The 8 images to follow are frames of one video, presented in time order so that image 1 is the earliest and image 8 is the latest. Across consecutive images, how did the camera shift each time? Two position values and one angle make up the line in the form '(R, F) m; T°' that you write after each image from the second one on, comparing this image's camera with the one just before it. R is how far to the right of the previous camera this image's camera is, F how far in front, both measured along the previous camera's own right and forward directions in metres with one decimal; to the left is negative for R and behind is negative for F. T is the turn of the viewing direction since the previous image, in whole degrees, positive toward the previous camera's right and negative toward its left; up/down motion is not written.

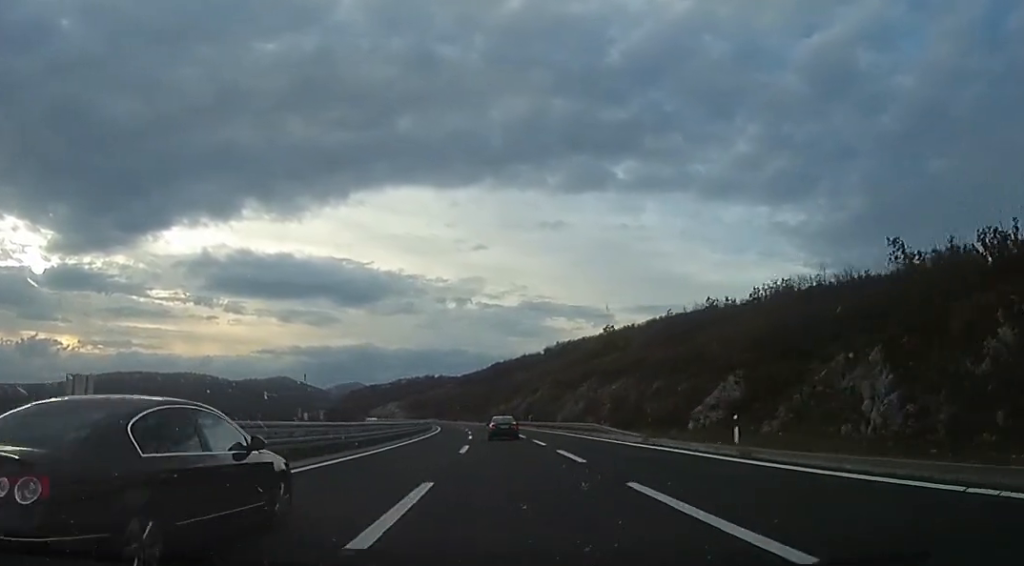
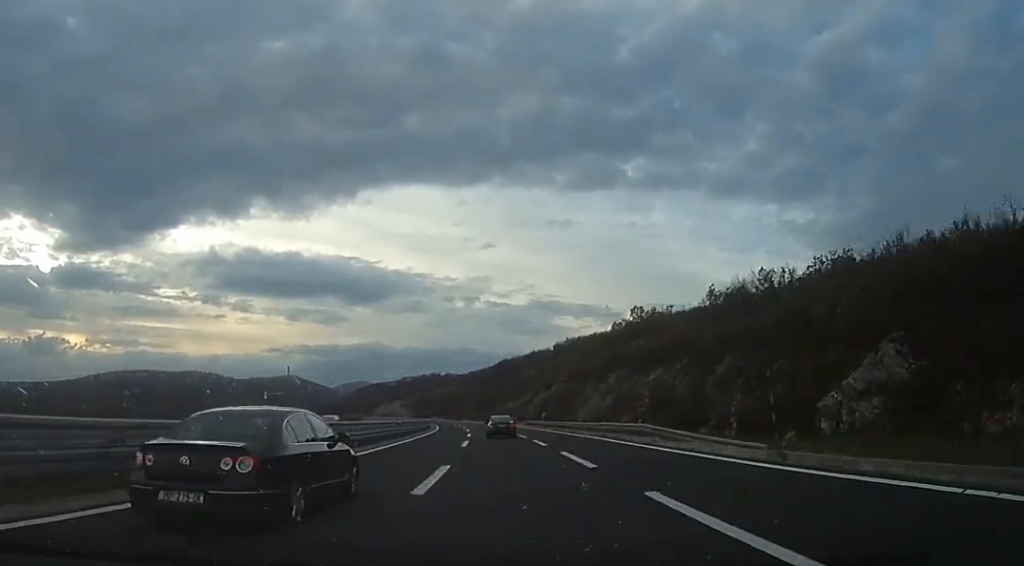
(-0.5, +13.4) m; -1°
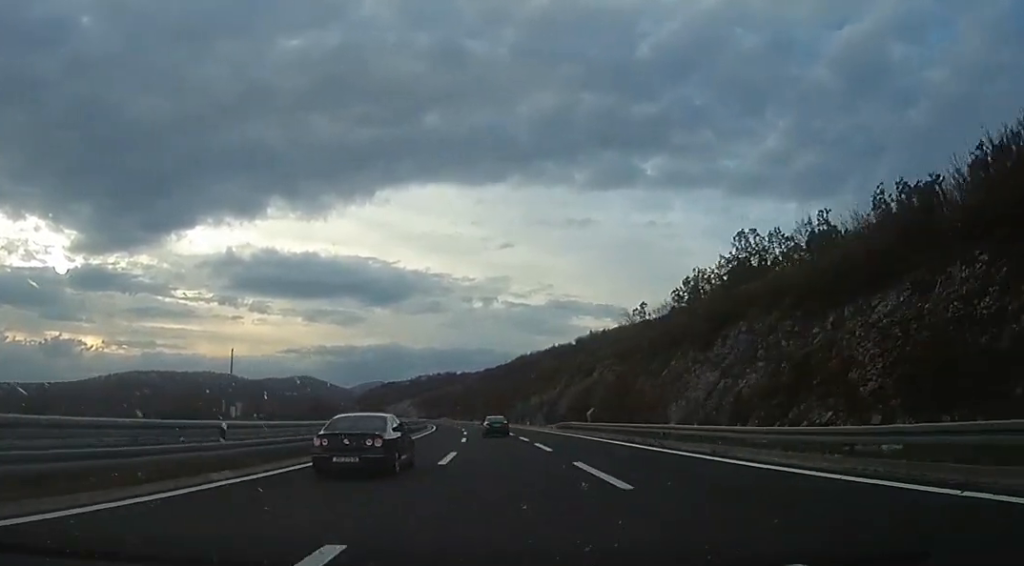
(+0.1, +28.8) m; 0°
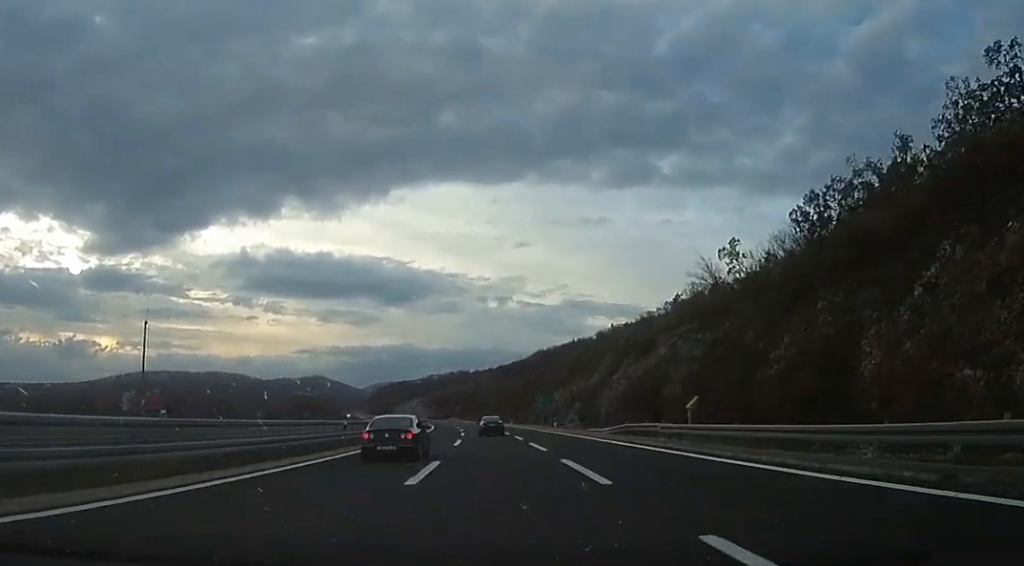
(+0.1, +23.5) m; 0°
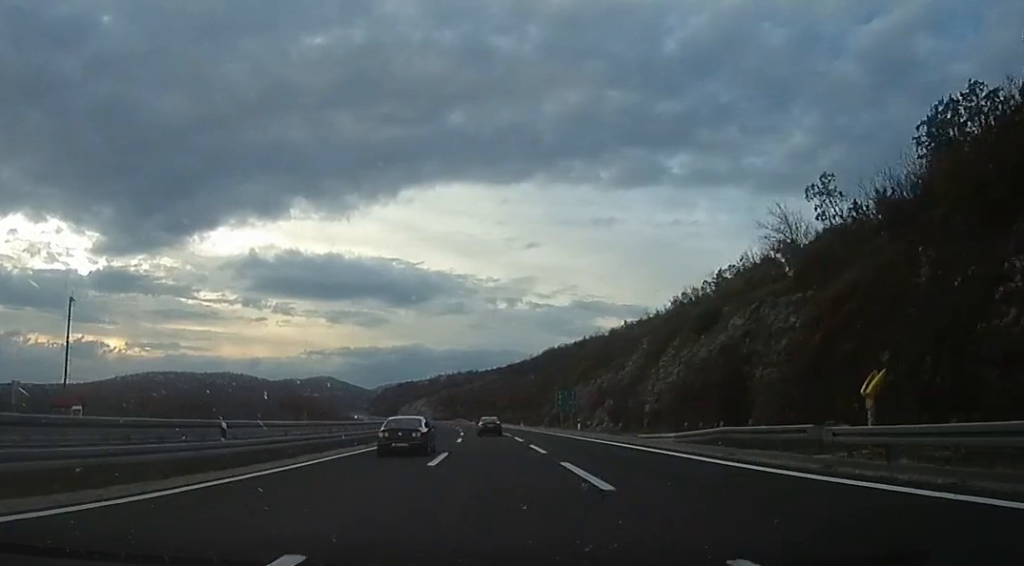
(0.0, +12.5) m; 0°
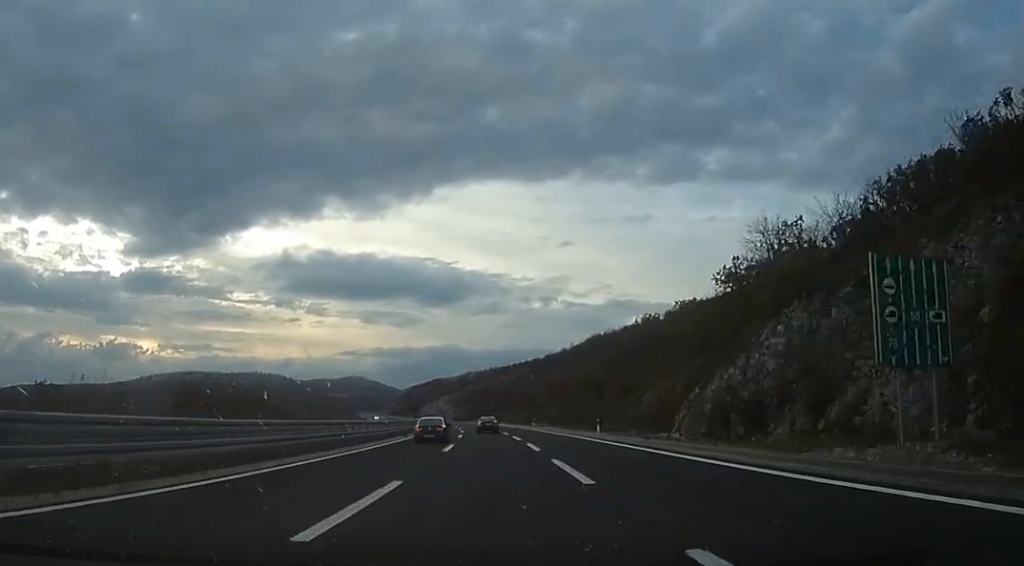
(-2.6, +46.9) m; -7°
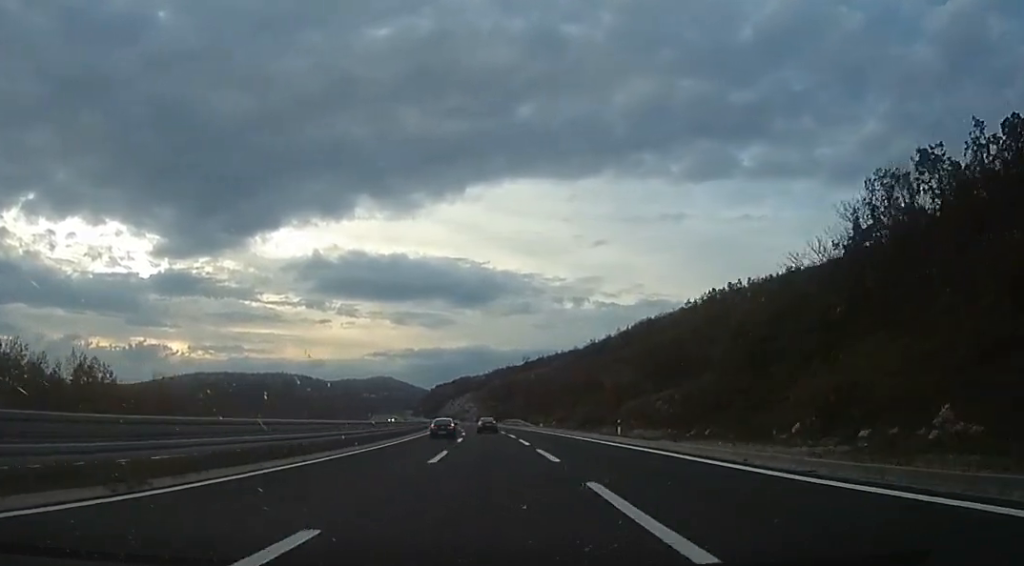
(-0.9, +41.8) m; -1°
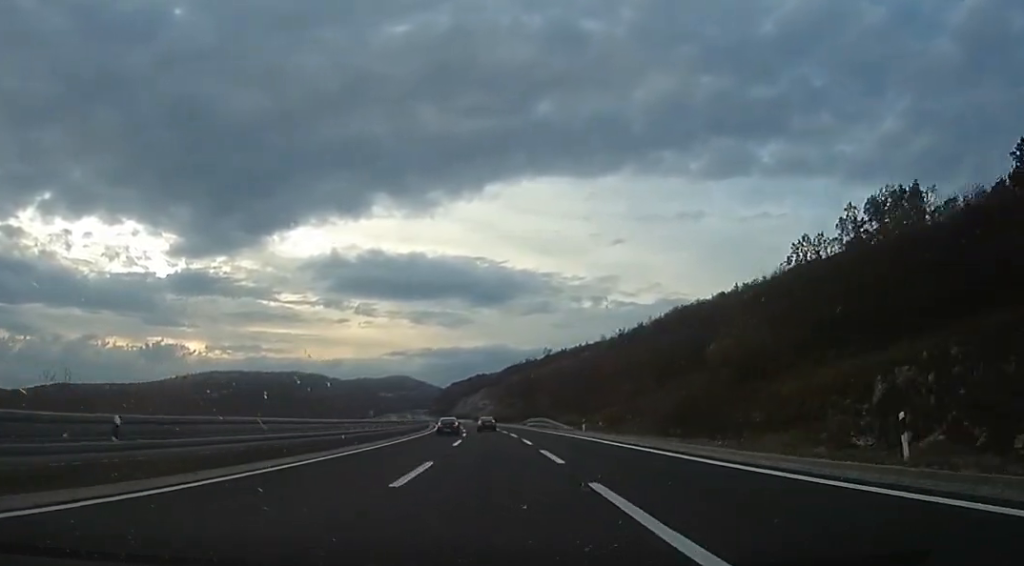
(0.0, +24.1) m; 0°
